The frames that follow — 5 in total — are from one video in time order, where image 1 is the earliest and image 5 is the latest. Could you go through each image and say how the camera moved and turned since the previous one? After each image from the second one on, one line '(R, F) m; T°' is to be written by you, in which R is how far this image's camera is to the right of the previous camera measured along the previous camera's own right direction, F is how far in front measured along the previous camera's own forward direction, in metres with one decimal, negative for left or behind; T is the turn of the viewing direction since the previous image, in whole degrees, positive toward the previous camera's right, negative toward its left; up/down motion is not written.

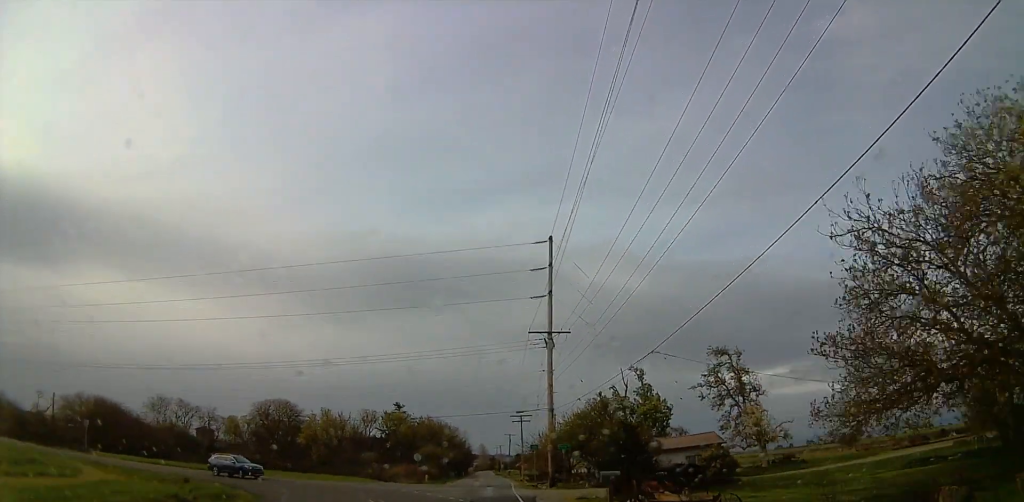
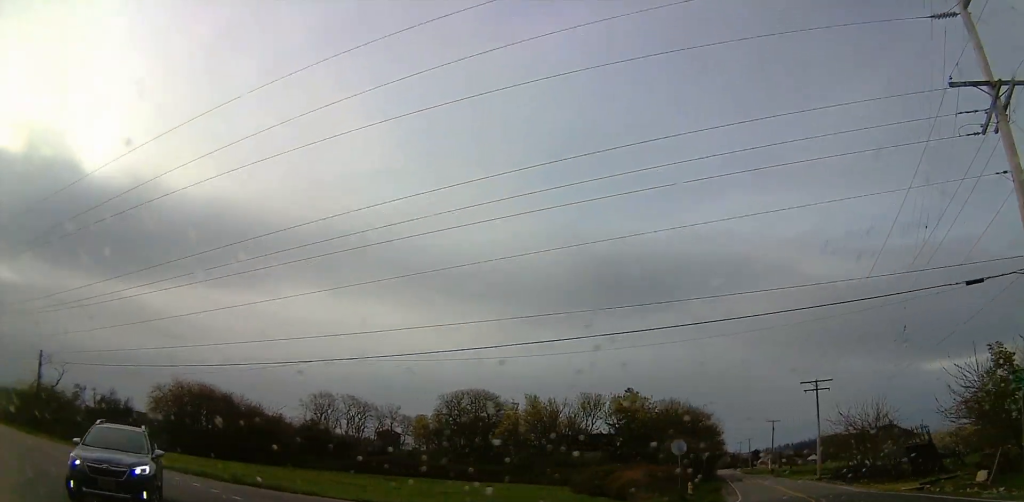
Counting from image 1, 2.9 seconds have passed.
(-4.8, +32.2) m; -32°
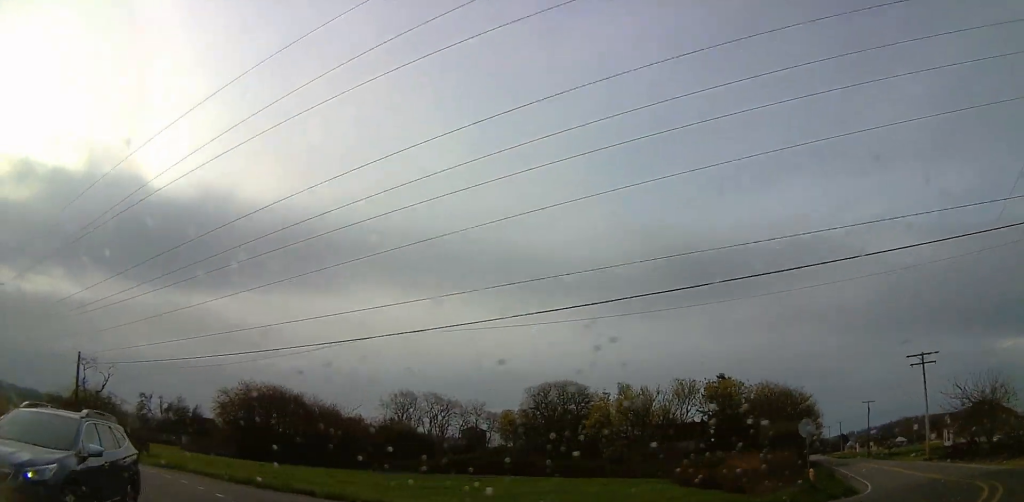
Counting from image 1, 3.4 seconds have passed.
(-0.5, +4.8) m; -8°
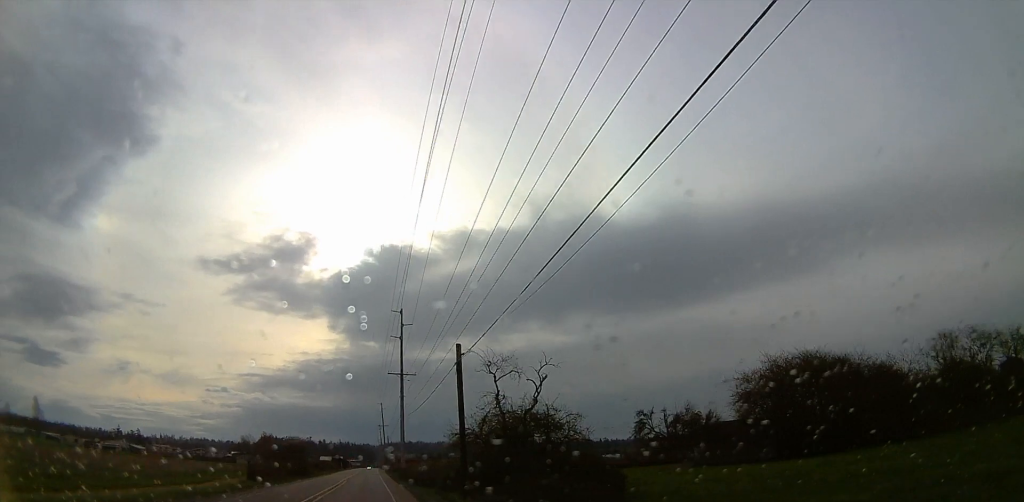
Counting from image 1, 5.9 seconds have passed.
(-3.5, +20.6) m; -29°
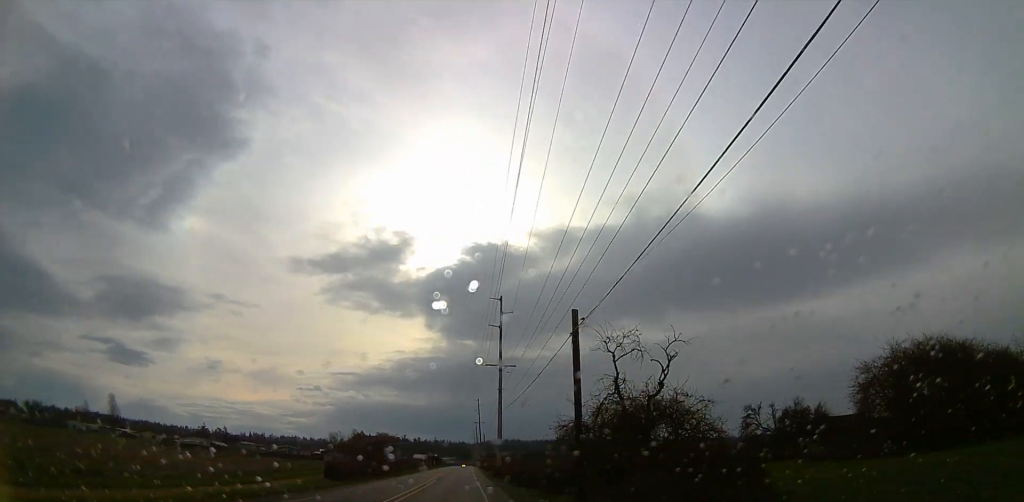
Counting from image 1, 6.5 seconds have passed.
(-0.7, +4.9) m; -8°
